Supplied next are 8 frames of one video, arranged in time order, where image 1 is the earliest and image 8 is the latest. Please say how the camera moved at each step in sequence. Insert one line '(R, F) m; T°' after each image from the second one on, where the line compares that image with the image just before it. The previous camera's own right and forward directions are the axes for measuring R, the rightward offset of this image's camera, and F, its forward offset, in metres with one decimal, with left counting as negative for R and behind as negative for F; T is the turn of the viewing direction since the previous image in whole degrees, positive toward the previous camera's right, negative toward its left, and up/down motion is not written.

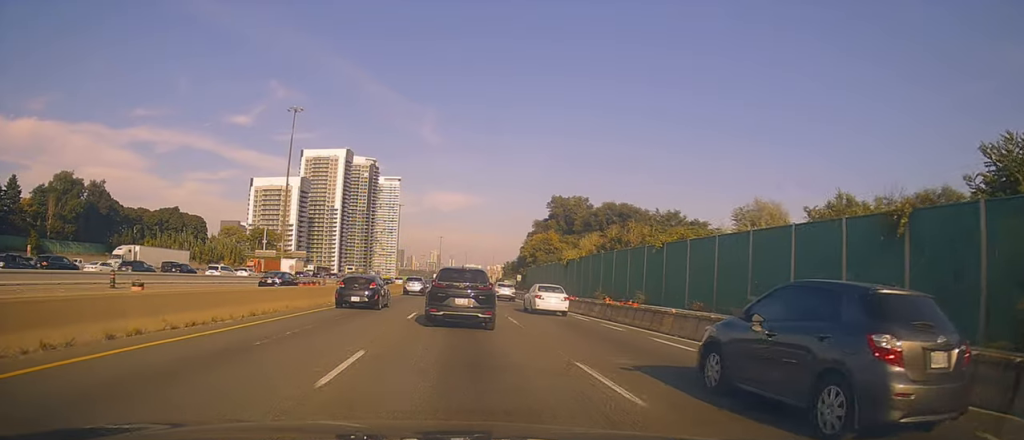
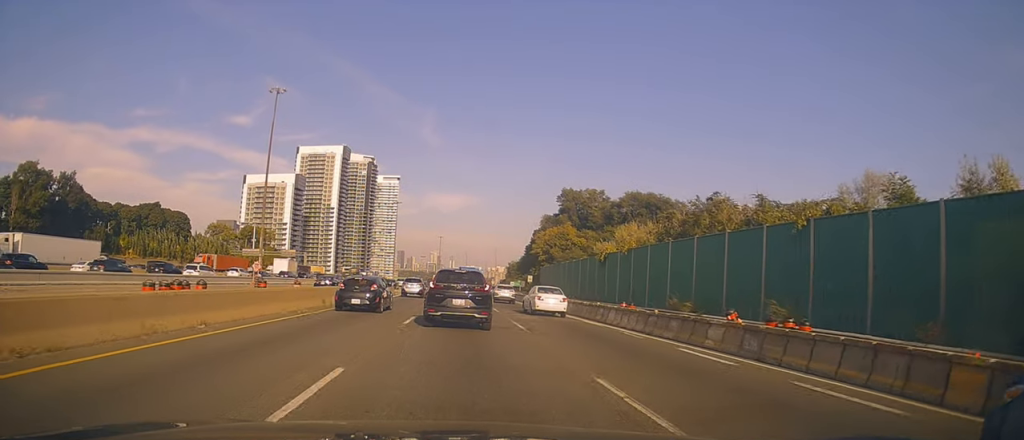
(+0.8, +13.6) m; +6°
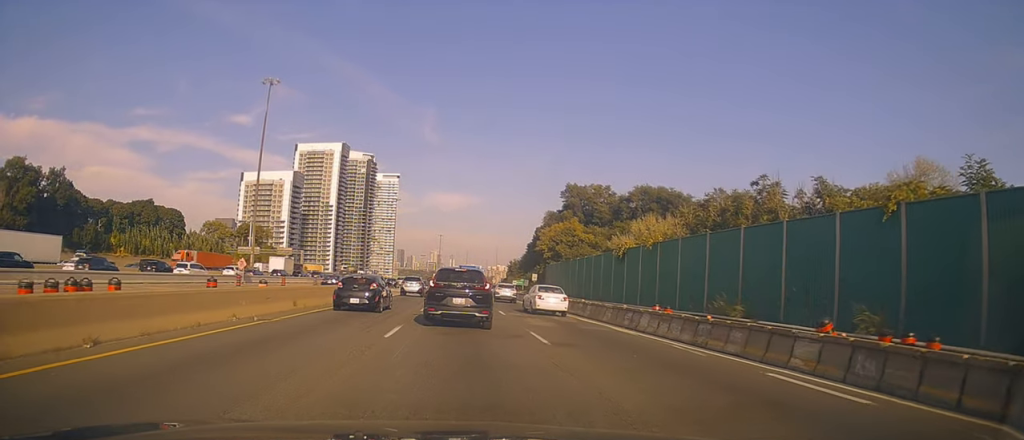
(-0.1, +4.3) m; +1°
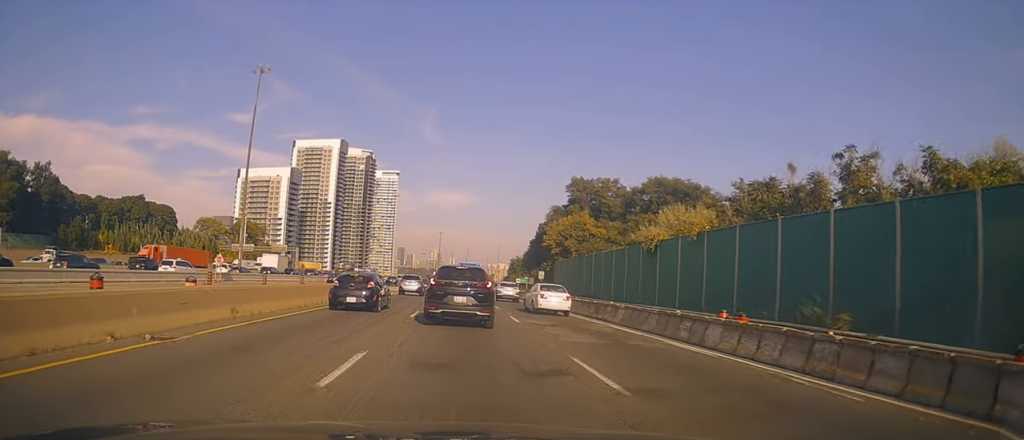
(+0.4, +5.7) m; -2°
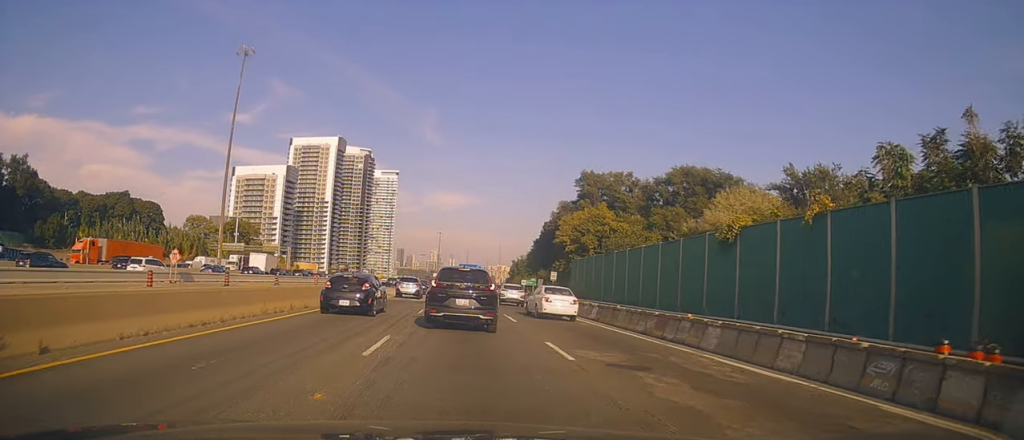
(-0.5, +9.0) m; -3°
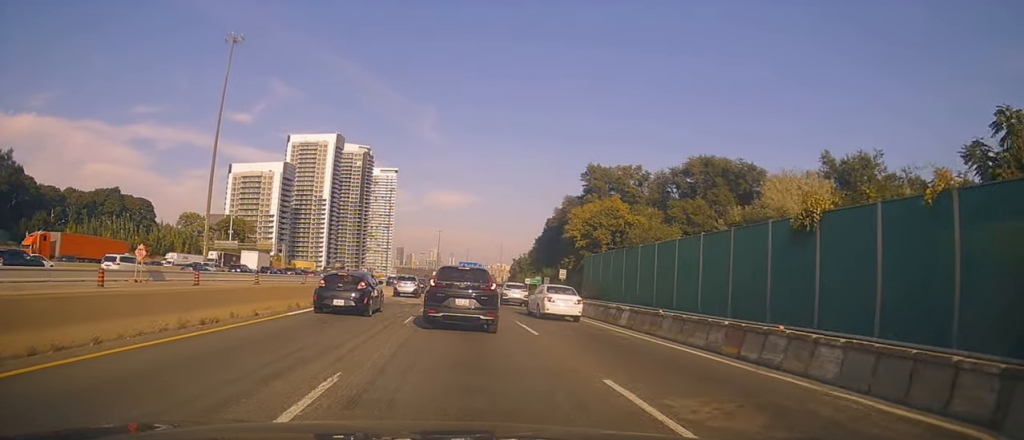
(-0.2, +5.5) m; -1°
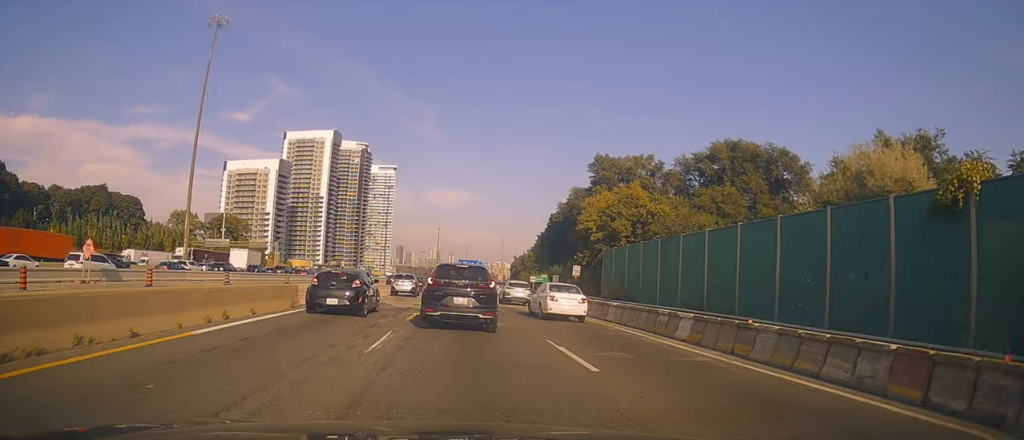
(+0.4, +7.1) m; +2°
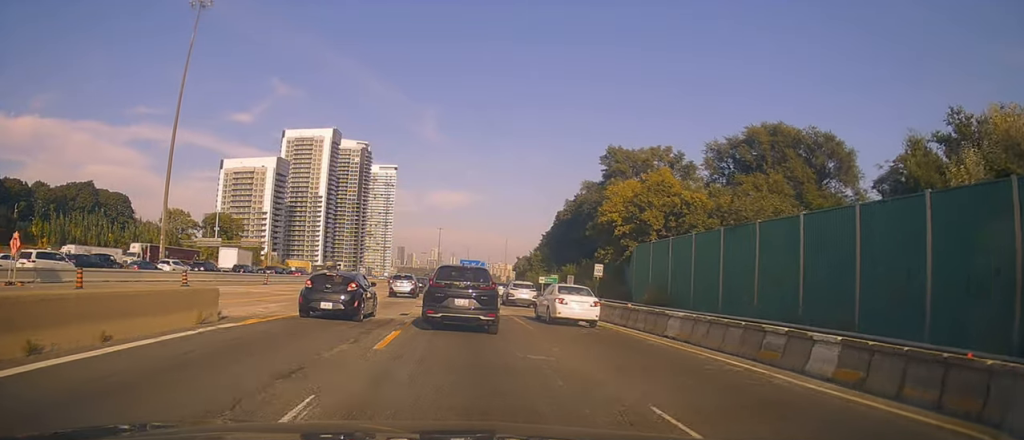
(0.0, +8.0) m; 0°
